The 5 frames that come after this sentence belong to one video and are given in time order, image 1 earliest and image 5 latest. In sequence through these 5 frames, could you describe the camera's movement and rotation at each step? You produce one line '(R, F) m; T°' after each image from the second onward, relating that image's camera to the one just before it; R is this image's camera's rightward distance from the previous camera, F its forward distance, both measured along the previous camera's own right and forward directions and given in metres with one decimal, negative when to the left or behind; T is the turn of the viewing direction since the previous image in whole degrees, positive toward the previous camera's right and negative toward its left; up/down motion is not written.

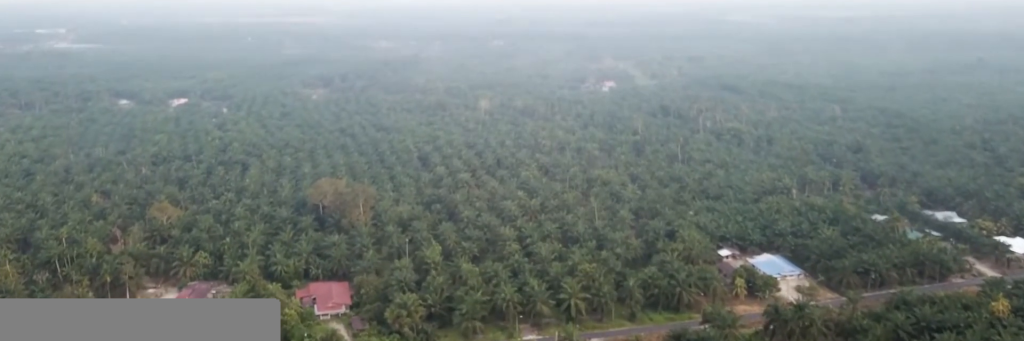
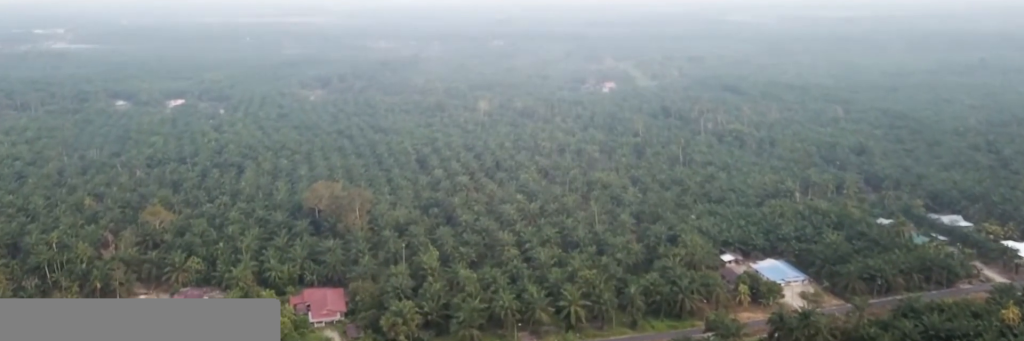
(0.0, +5.6) m; 0°
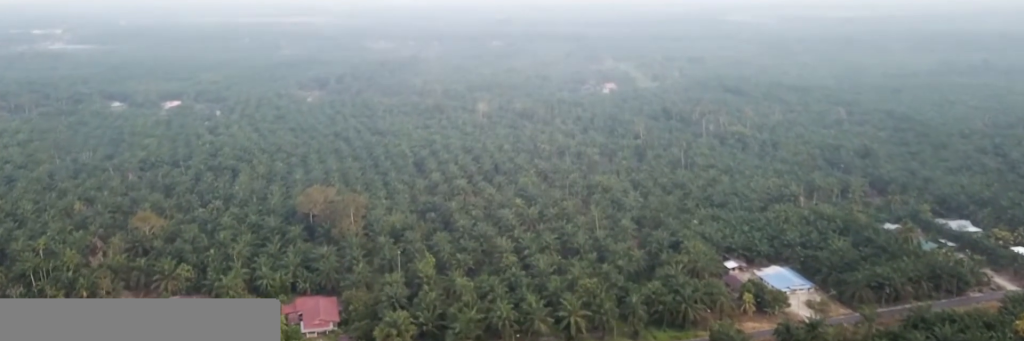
(0.0, +7.4) m; 0°
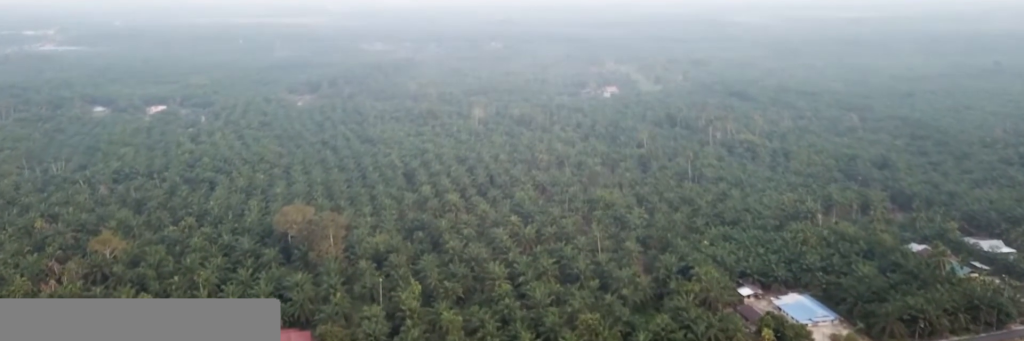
(0.0, +26.3) m; 0°
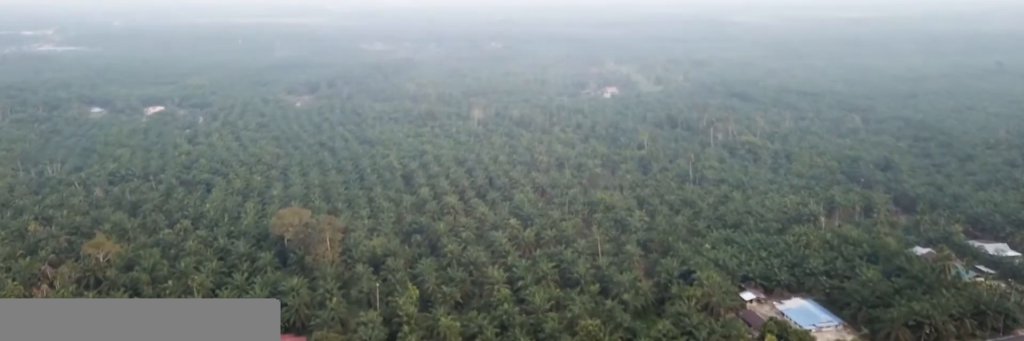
(0.0, +4.2) m; 0°
